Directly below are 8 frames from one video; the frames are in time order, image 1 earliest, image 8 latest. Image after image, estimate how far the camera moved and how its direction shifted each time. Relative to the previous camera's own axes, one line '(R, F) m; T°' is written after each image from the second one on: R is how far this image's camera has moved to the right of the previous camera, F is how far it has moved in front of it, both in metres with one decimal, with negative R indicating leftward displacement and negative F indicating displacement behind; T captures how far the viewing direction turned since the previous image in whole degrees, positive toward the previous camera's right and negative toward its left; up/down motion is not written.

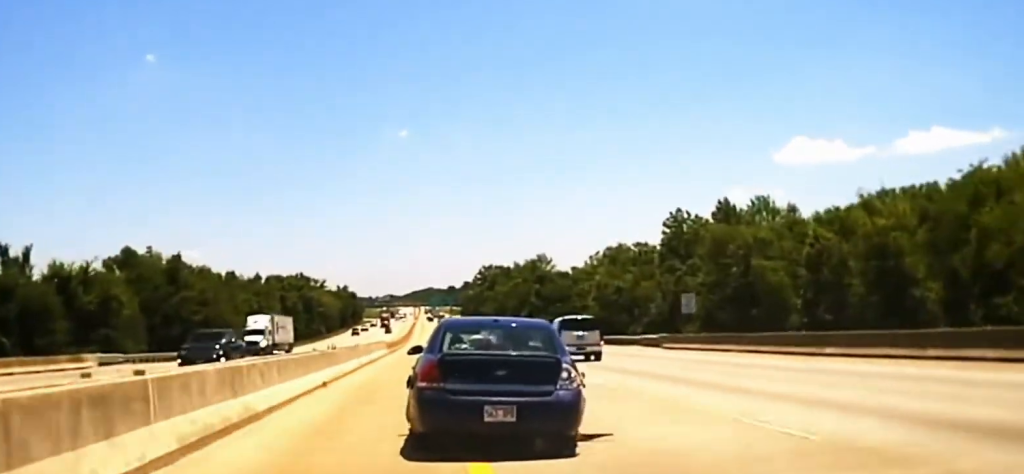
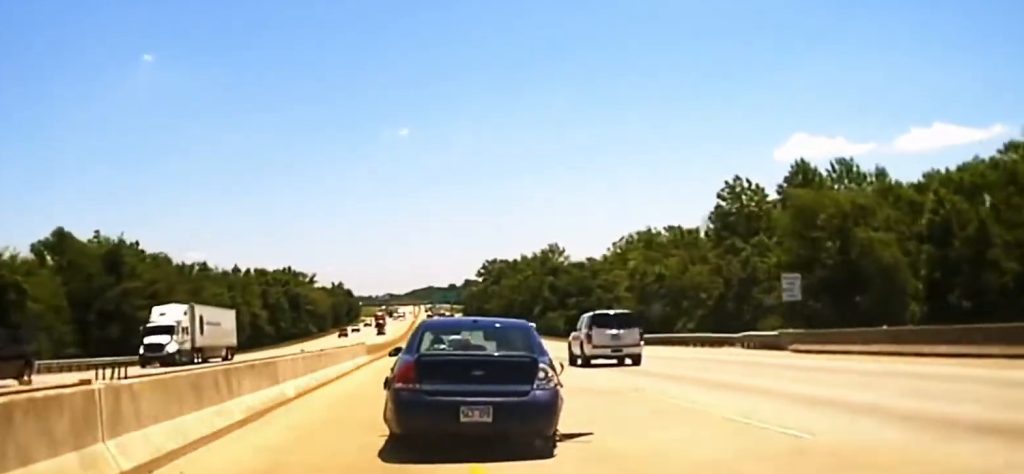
(0.0, +26.5) m; 0°
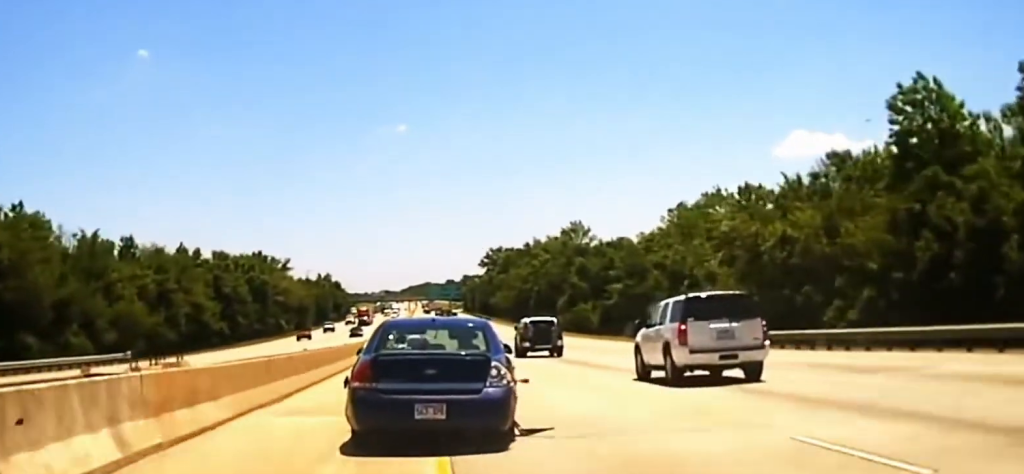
(+0.2, +50.9) m; 0°
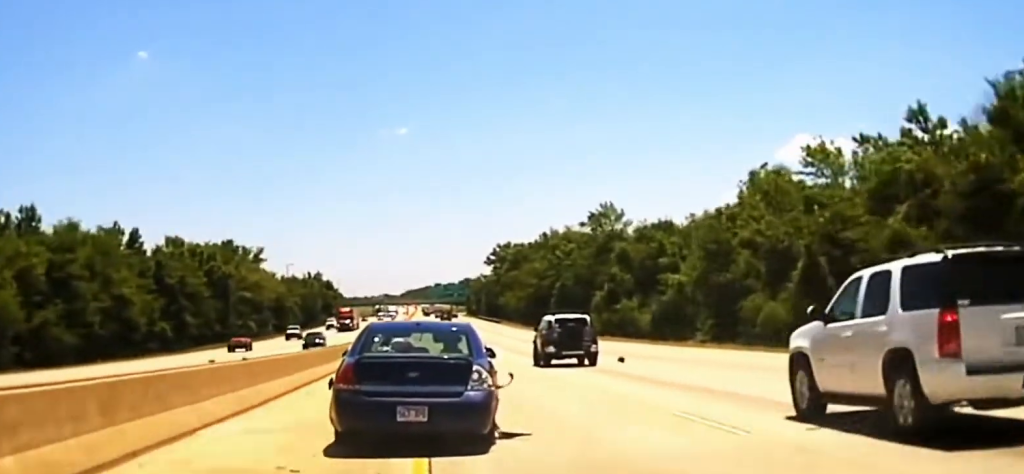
(+0.1, +39.1) m; 0°
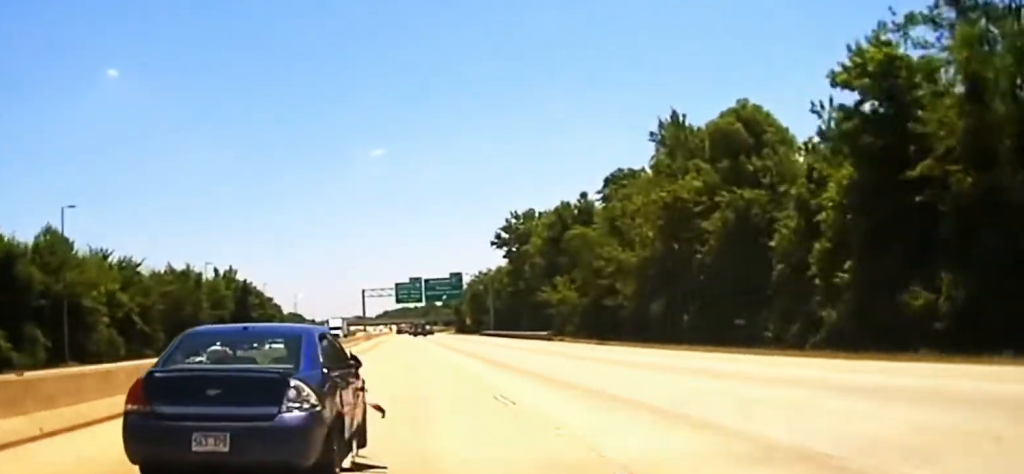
(+1.6, +124.3) m; +1°
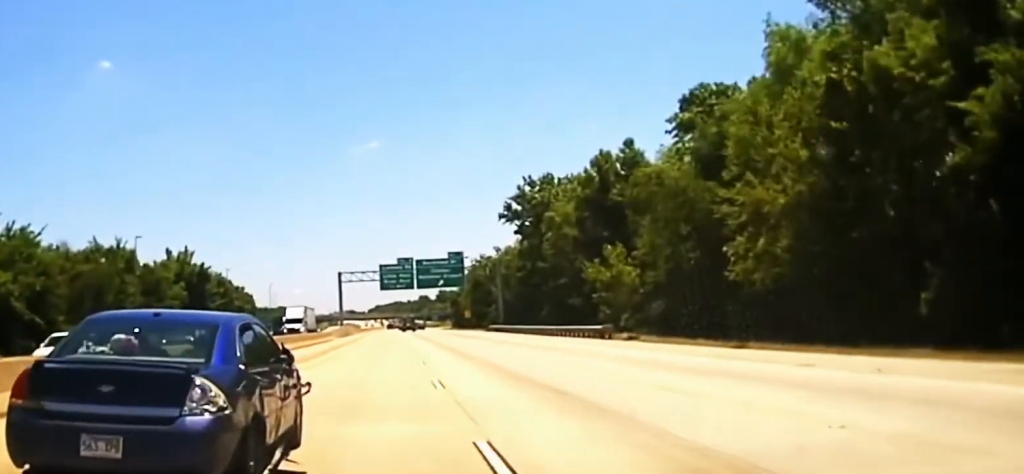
(-0.2, +30.5) m; 0°
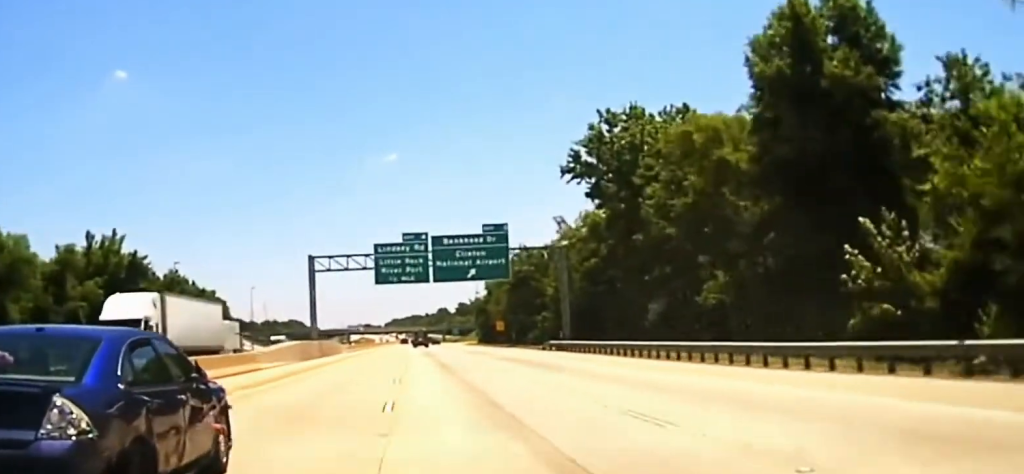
(-0.3, +40.6) m; -1°
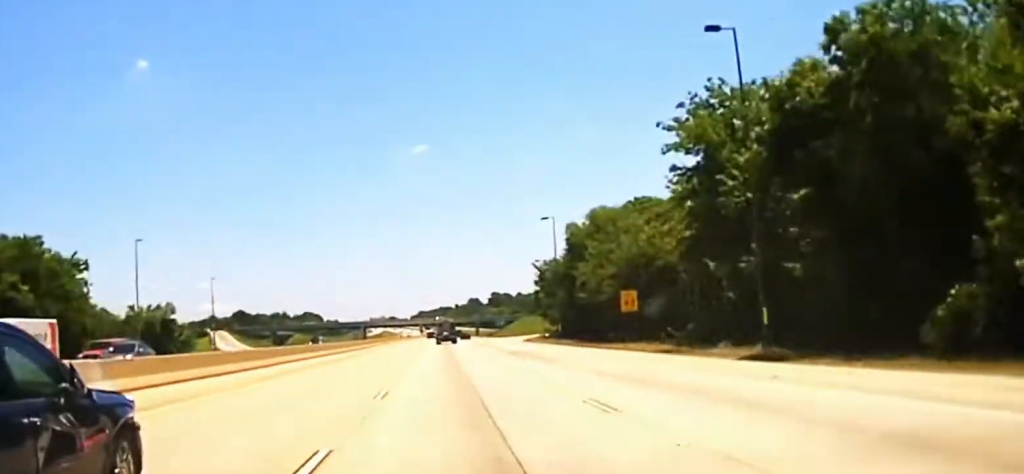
(-0.5, +73.1) m; -1°
